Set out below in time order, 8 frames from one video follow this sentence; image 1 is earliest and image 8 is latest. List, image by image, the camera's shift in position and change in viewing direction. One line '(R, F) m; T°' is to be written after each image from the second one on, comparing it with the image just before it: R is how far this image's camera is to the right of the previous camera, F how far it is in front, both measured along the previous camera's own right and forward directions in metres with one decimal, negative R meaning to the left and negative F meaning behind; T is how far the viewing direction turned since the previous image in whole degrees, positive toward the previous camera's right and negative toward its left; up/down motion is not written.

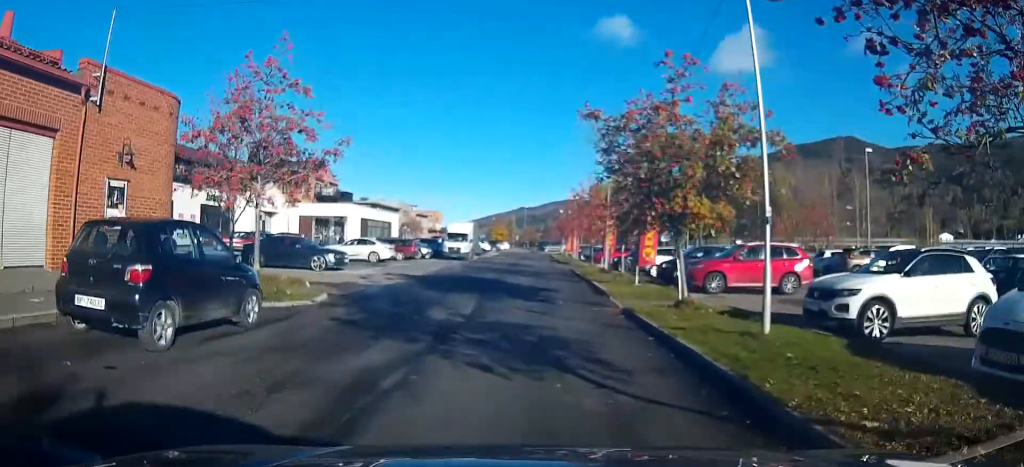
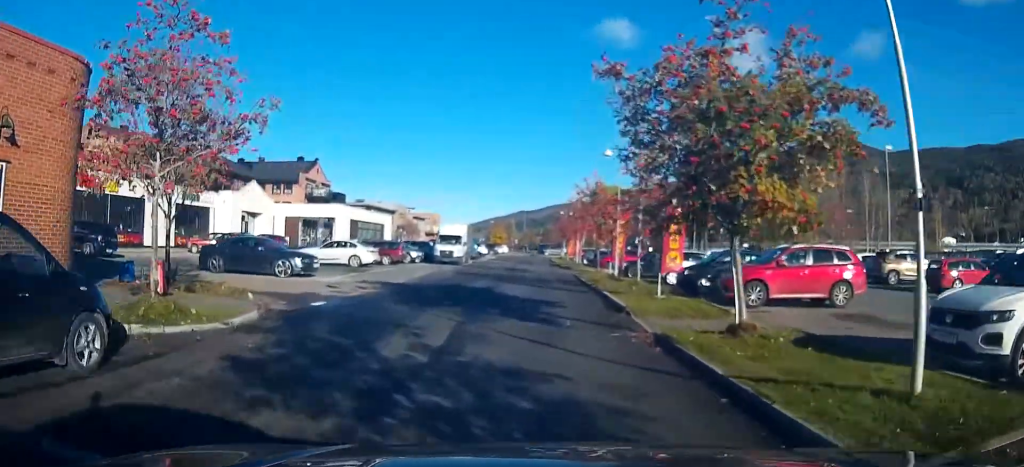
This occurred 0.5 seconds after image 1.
(0.0, +4.0) m; 0°
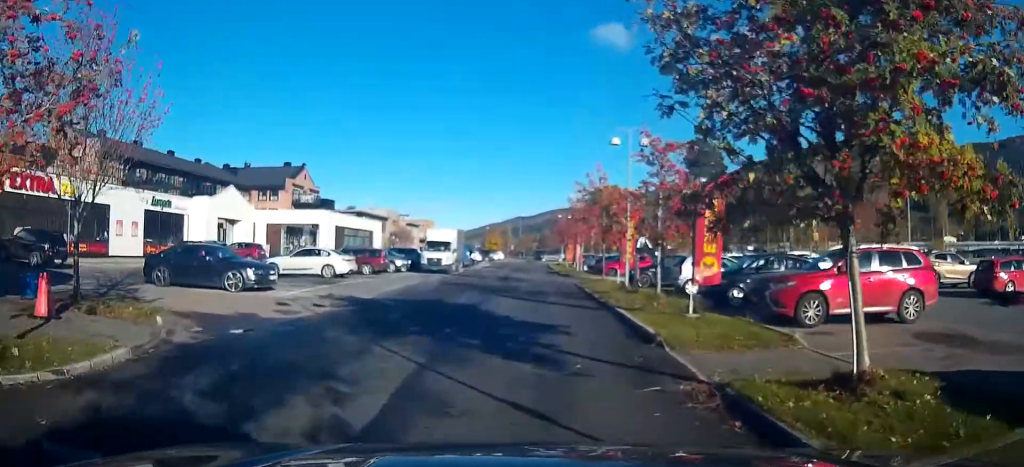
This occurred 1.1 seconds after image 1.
(0.0, +4.2) m; +1°
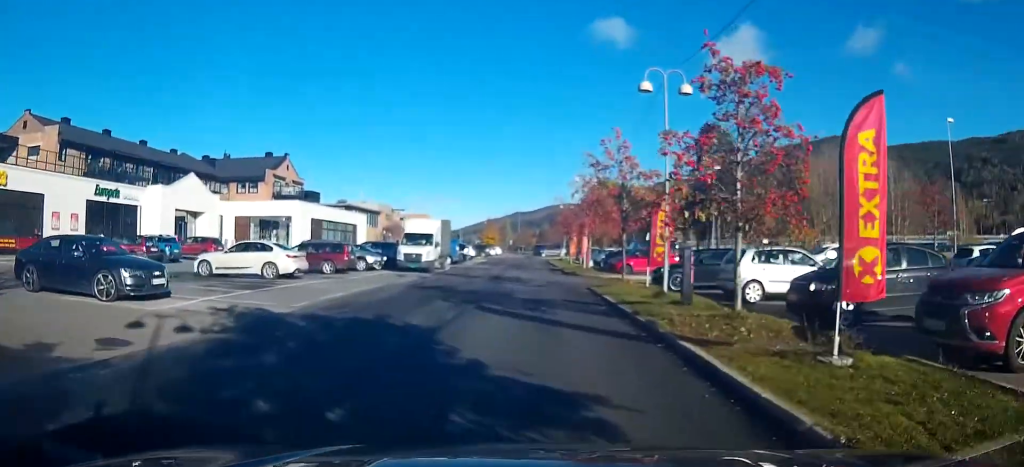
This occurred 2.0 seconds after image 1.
(+0.1, +6.9) m; +3°
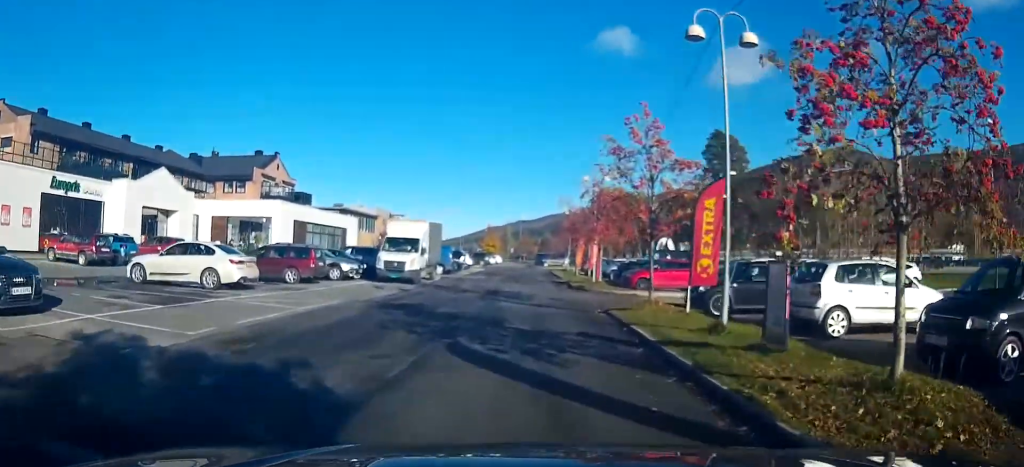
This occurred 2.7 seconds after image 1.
(+0.3, +5.2) m; 0°
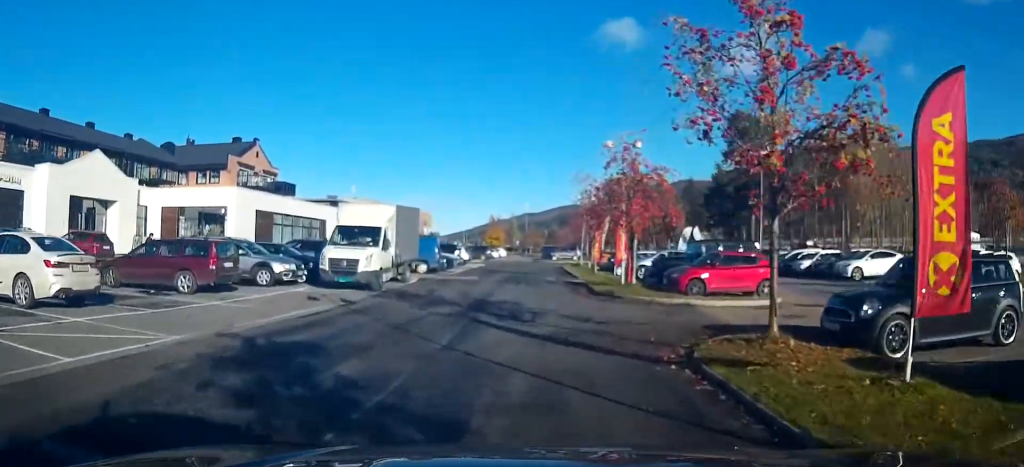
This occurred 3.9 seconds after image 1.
(-0.4, +9.1) m; -3°
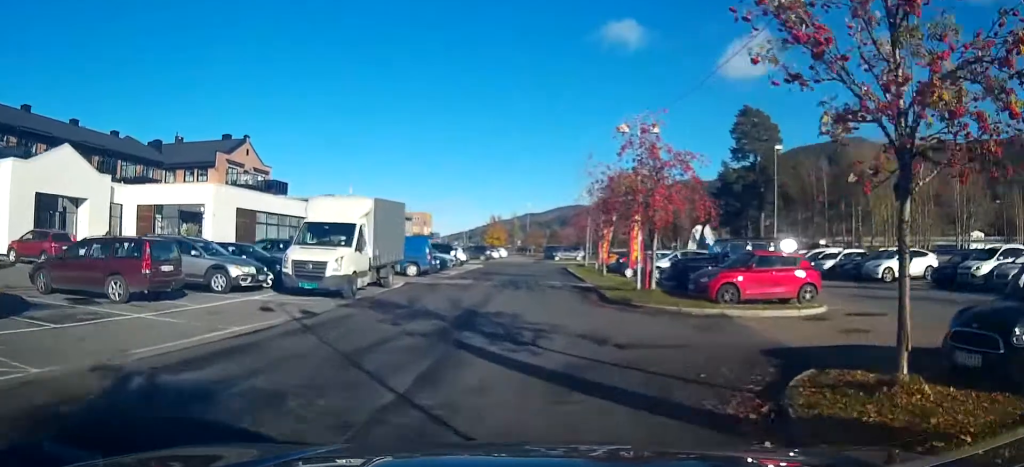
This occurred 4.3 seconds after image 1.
(0.0, +3.3) m; +1°
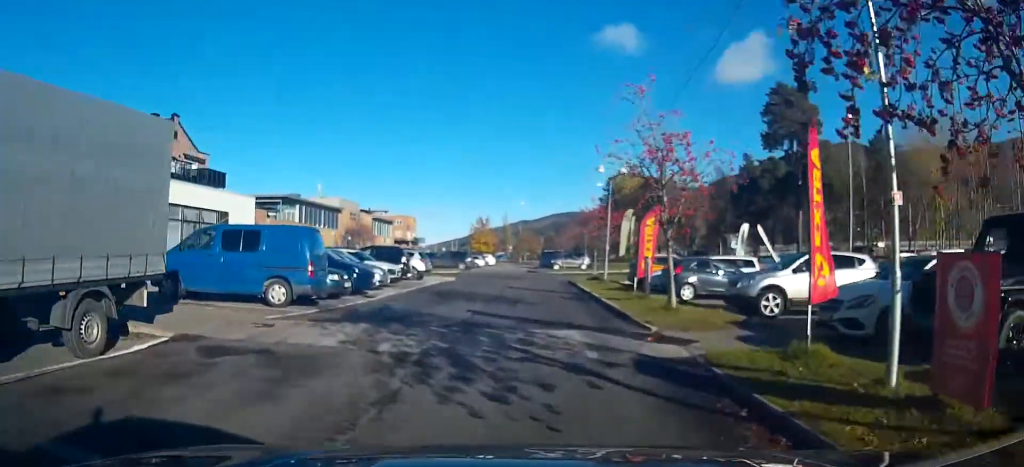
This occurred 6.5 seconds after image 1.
(+0.1, +16.0) m; -1°
